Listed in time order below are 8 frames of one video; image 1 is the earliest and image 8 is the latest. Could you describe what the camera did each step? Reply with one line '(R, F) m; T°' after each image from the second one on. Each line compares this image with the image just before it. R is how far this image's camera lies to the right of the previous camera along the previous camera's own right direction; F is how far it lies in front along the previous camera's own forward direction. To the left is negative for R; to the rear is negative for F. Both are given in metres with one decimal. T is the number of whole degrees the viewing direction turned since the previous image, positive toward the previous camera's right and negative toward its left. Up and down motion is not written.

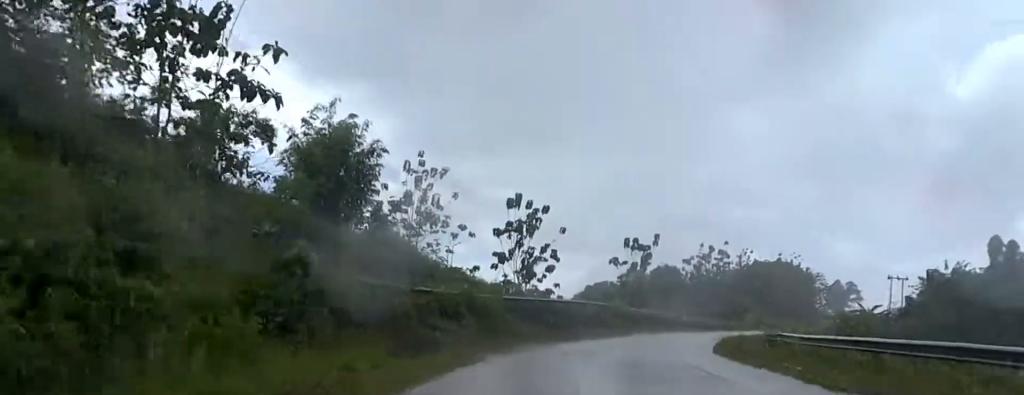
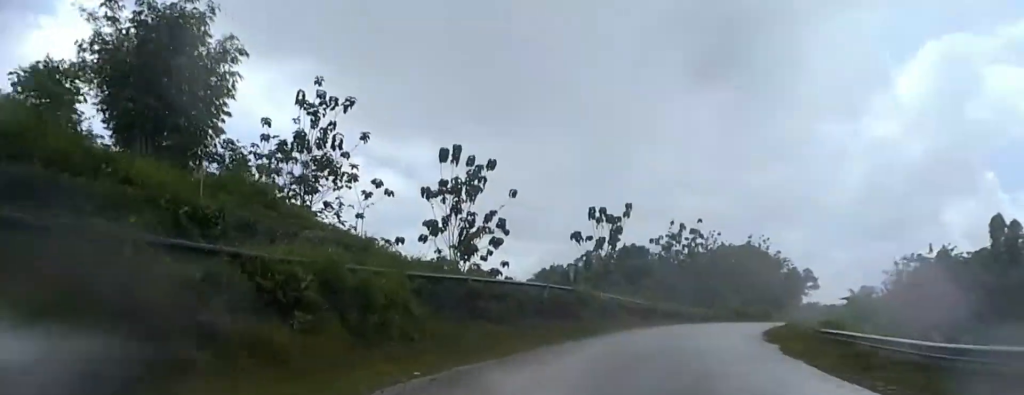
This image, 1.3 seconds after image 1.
(-0.7, +14.5) m; 0°
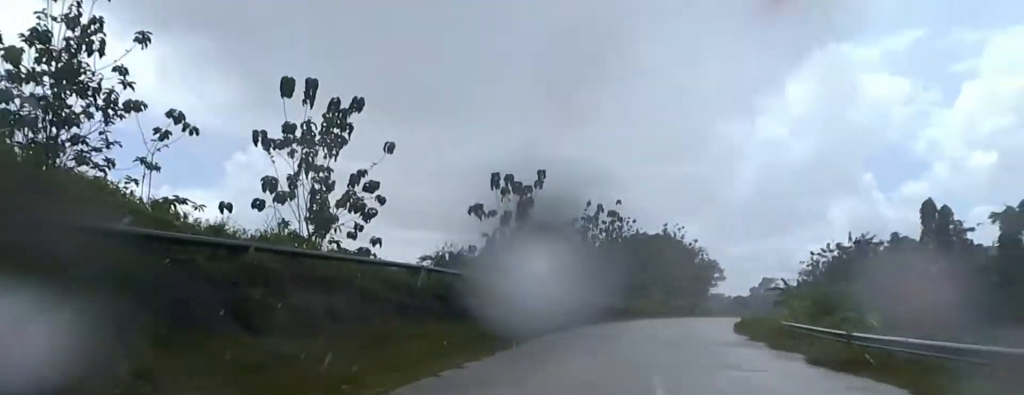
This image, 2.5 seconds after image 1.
(+1.8, +12.0) m; +17°
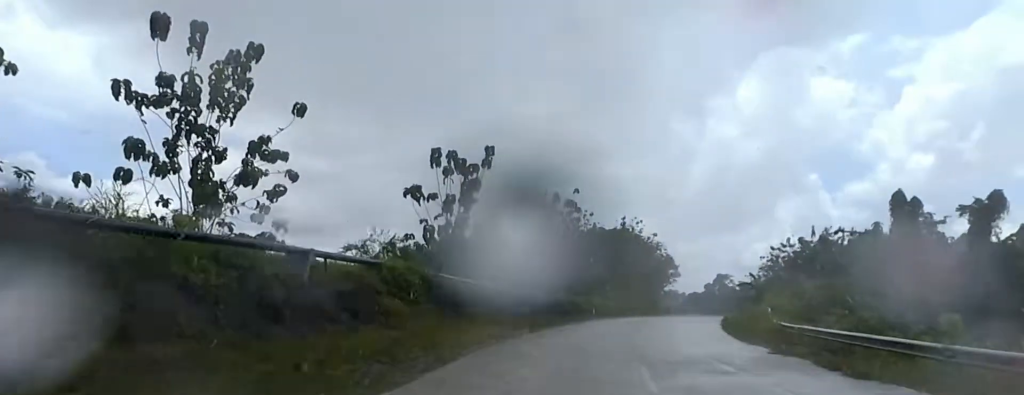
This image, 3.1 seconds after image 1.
(+1.0, +6.6) m; +5°
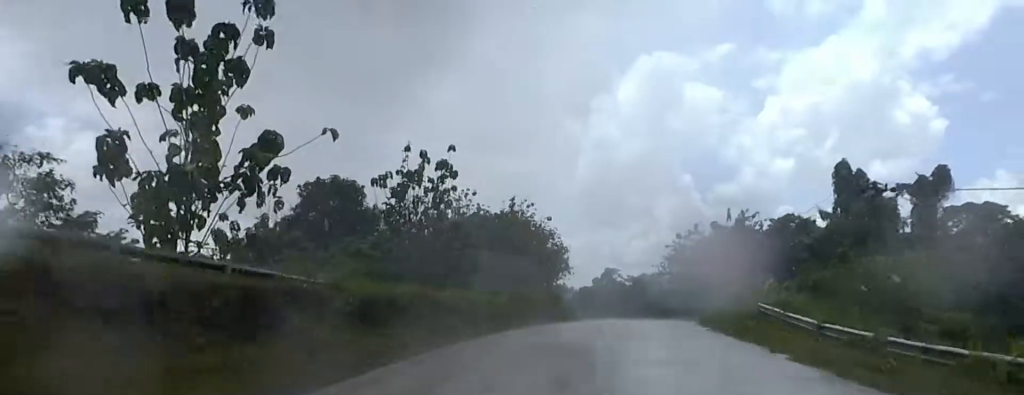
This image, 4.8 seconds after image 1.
(+1.5, +20.1) m; +8°
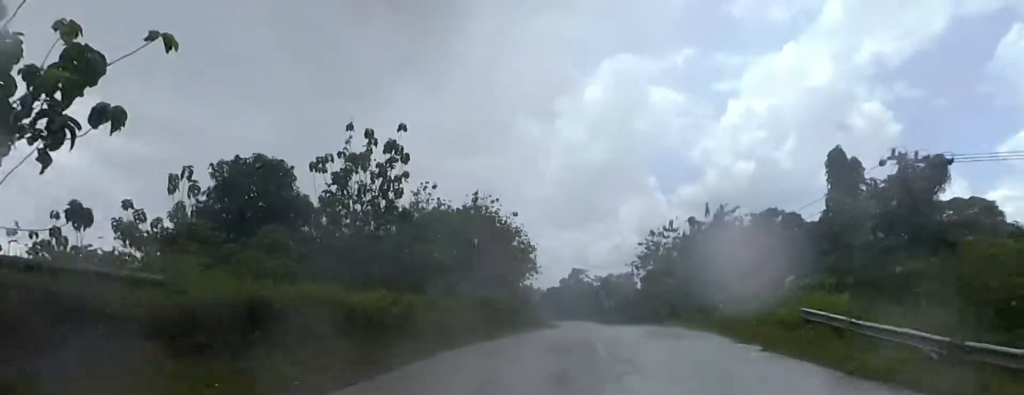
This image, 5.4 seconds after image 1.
(+0.5, +7.5) m; +2°
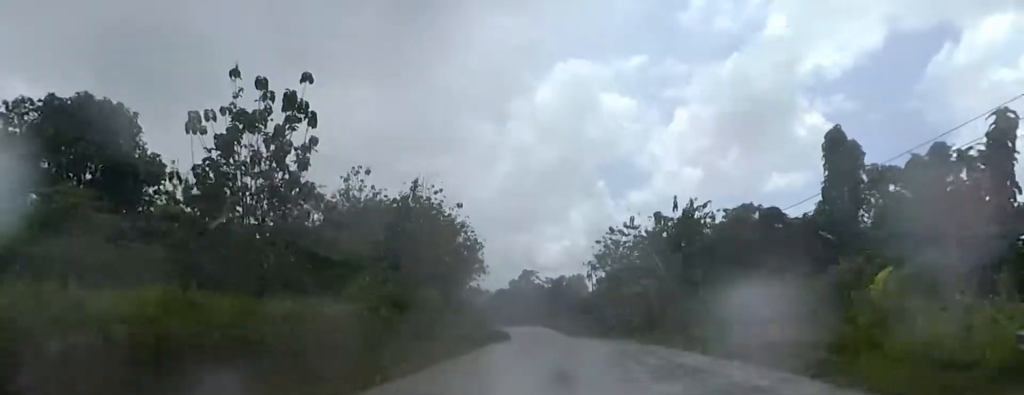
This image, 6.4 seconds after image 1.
(-0.6, +10.8) m; +2°
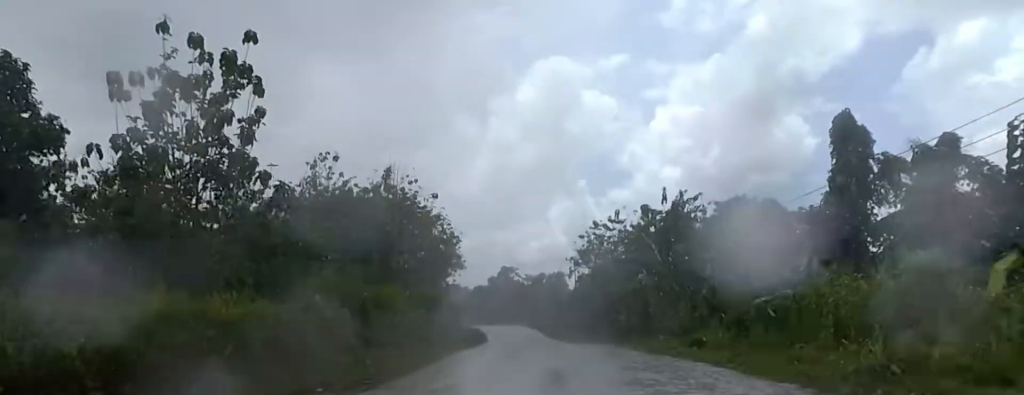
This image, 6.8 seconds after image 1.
(+0.6, +5.0) m; -1°
